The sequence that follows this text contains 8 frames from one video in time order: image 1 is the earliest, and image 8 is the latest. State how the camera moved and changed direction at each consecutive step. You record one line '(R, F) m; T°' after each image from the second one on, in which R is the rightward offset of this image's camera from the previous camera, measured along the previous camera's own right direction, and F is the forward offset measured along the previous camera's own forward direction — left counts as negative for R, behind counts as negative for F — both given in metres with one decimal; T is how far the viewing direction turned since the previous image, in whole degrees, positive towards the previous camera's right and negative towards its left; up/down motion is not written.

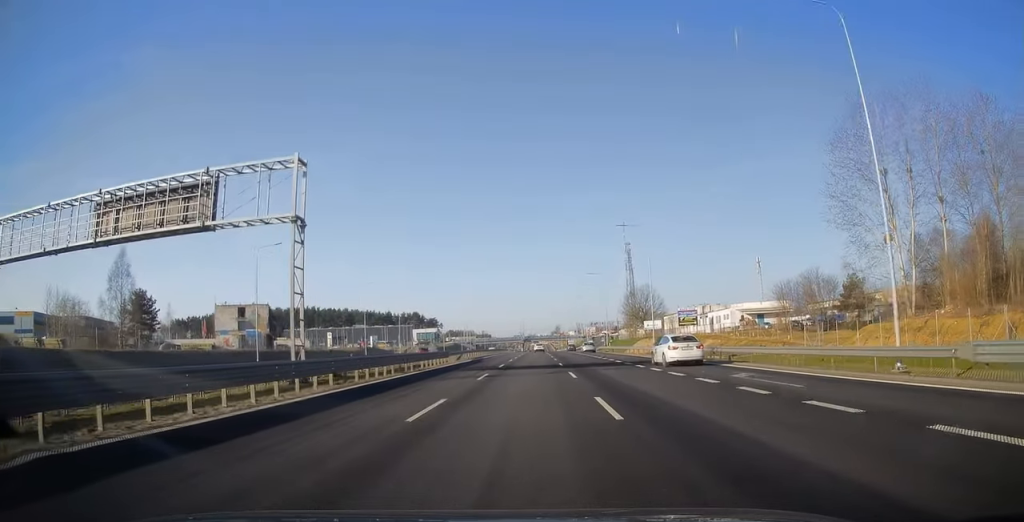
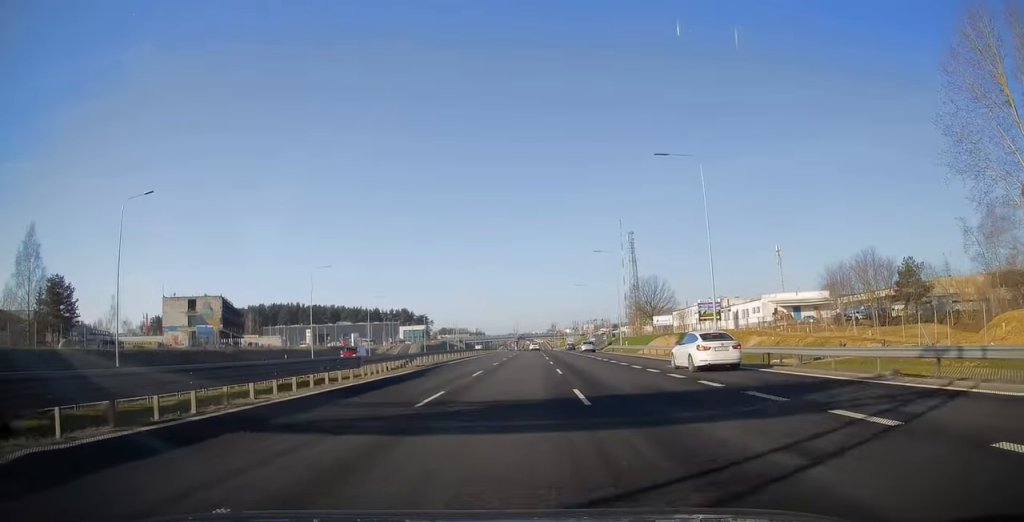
(+0.1, +21.7) m; 0°
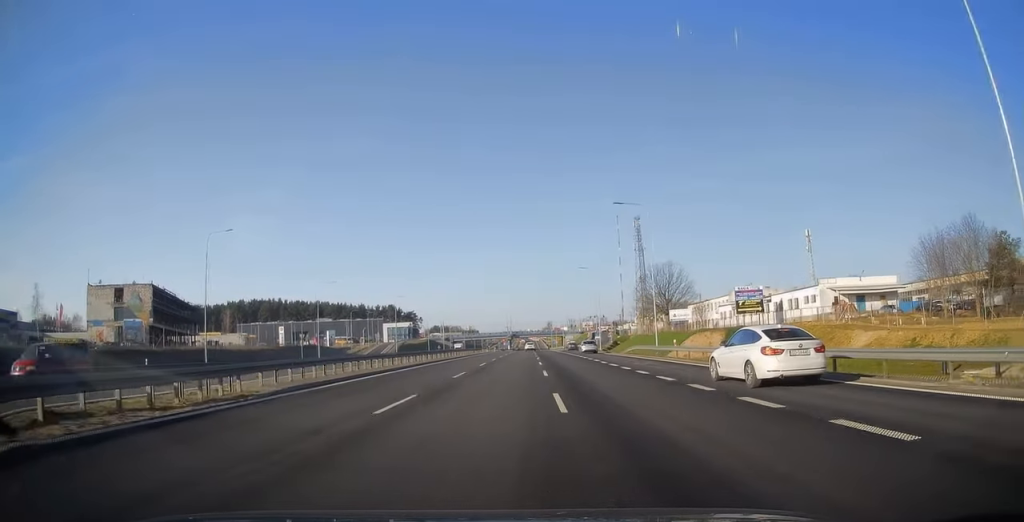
(0.0, +25.0) m; 0°
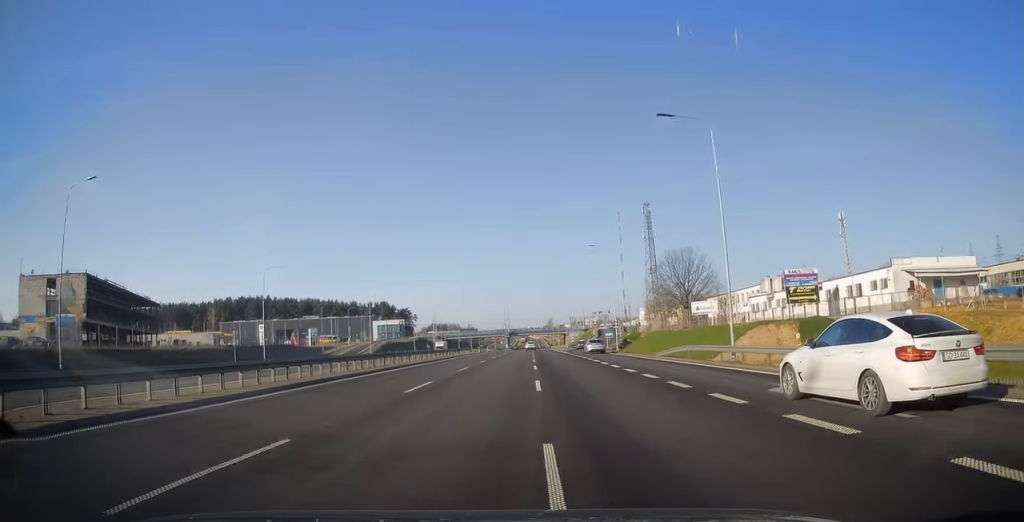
(0.0, +19.3) m; 0°
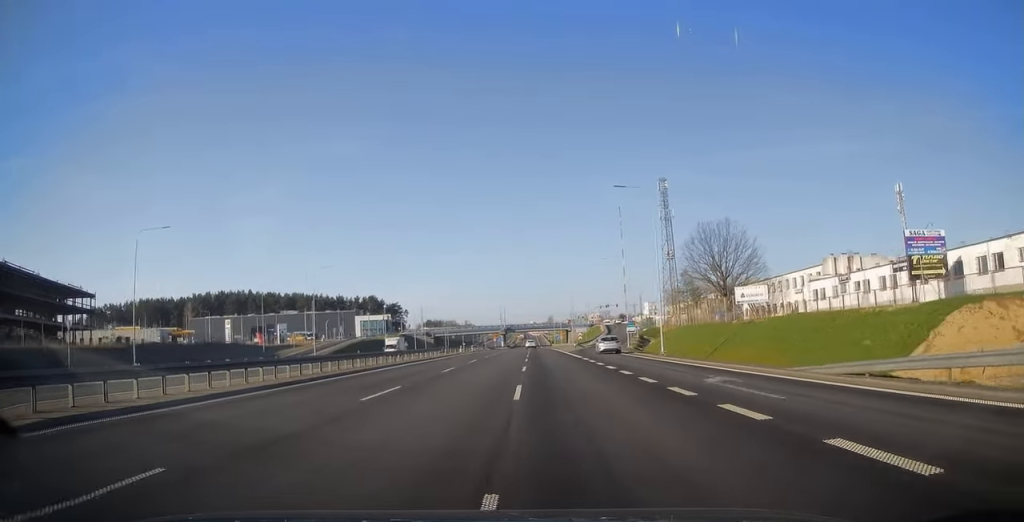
(+0.1, +26.4) m; 0°
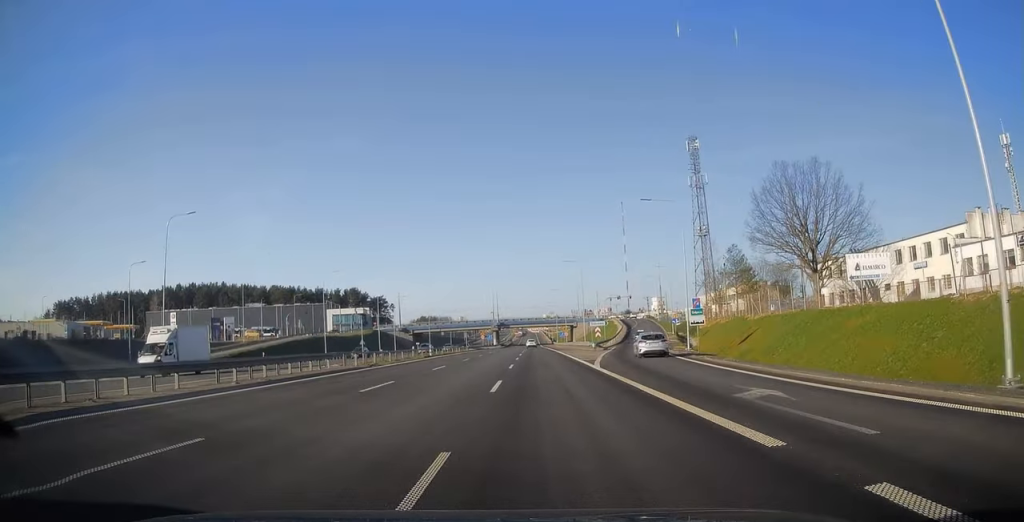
(+0.1, +34.1) m; 0°
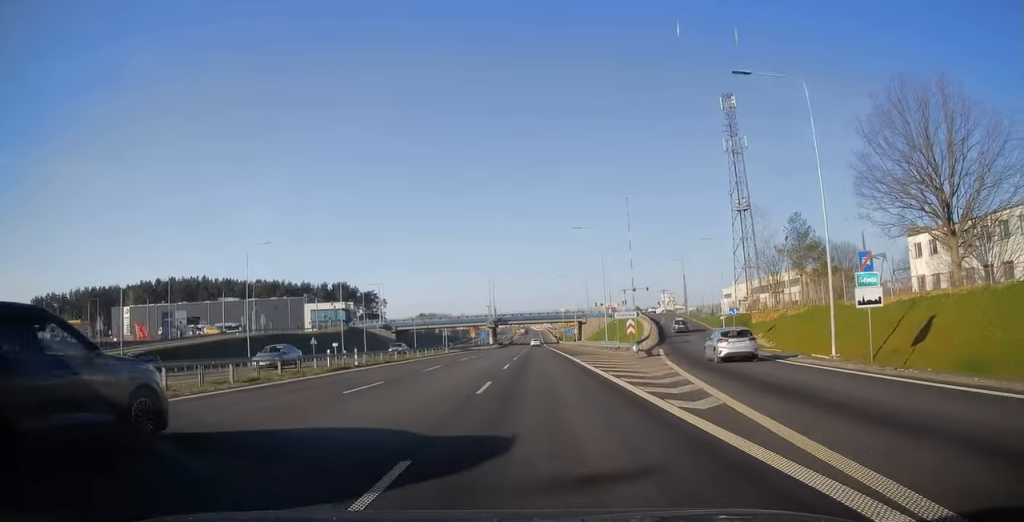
(-0.2, +24.6) m; -1°
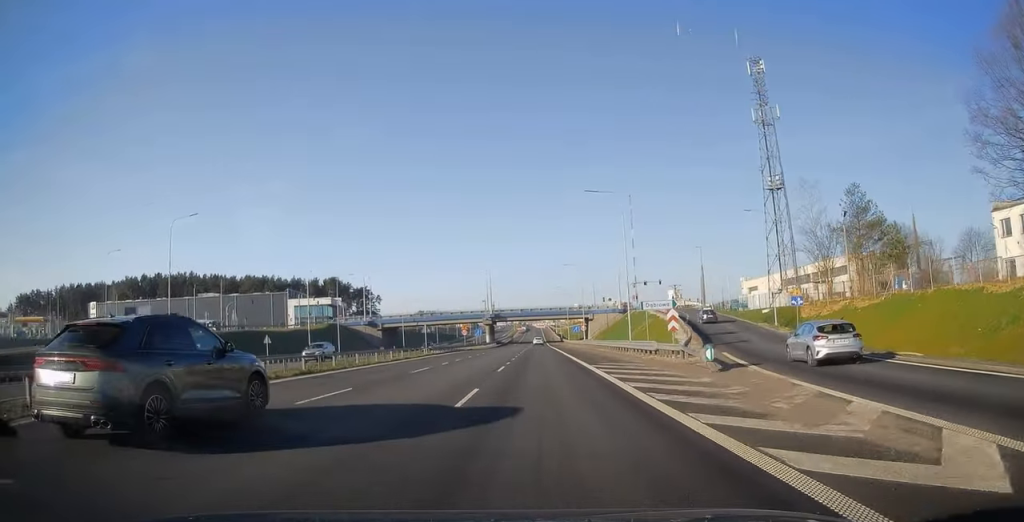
(0.0, +15.1) m; 0°
